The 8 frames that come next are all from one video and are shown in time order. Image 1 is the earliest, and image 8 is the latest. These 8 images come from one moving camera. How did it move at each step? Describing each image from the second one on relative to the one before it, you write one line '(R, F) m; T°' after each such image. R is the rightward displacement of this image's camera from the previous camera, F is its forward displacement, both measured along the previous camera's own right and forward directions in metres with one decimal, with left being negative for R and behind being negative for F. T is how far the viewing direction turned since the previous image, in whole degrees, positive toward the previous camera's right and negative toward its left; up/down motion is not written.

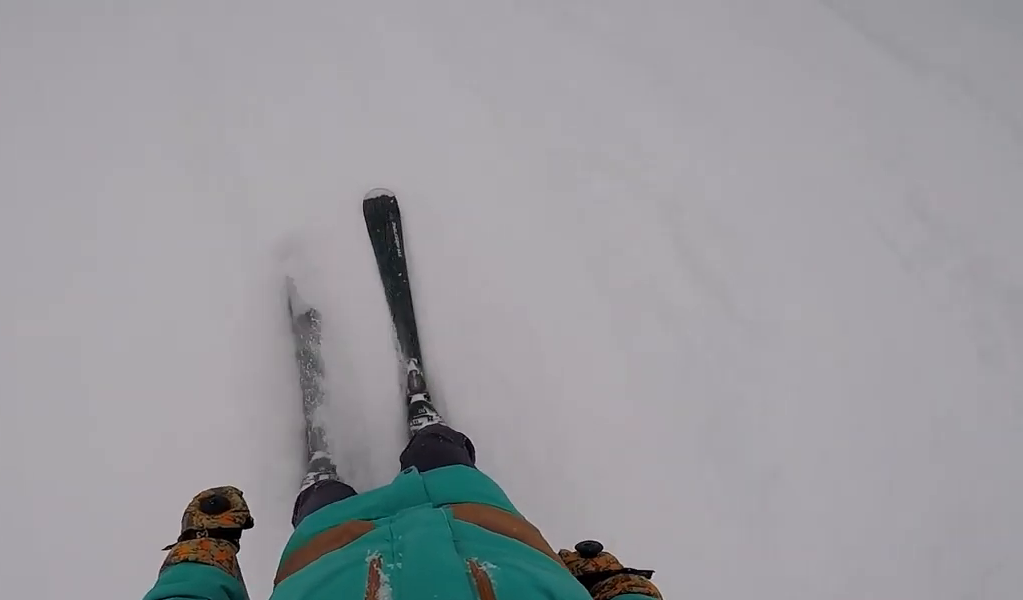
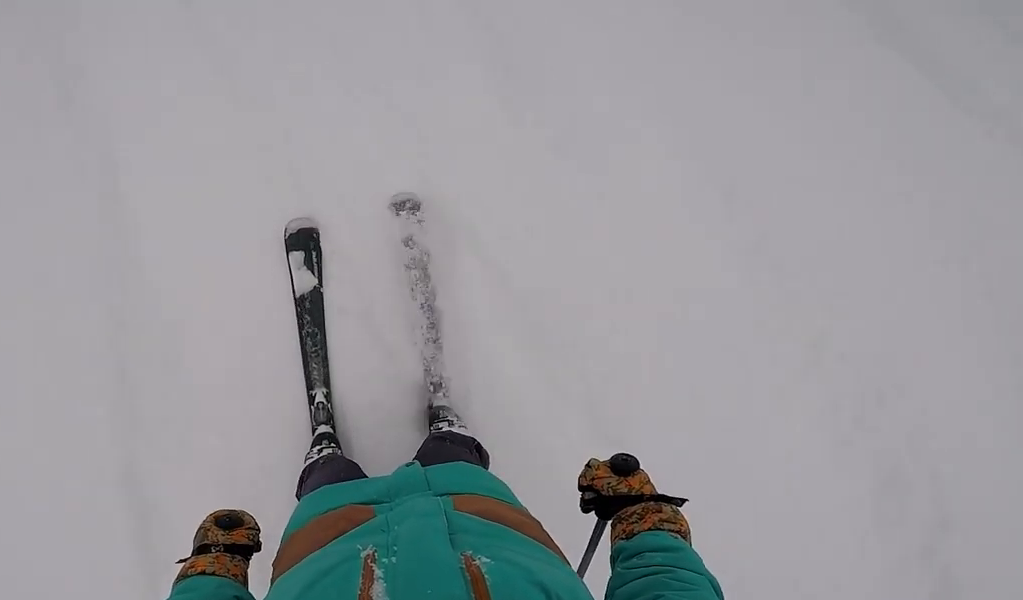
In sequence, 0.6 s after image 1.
(0.0, +3.8) m; 0°
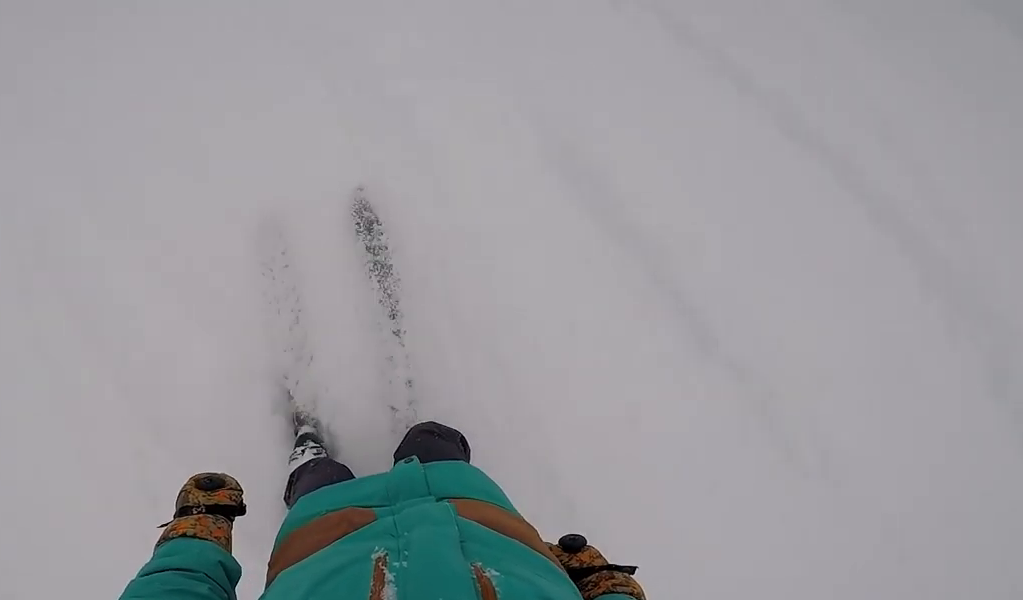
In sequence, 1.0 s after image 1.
(0.0, +3.0) m; +3°
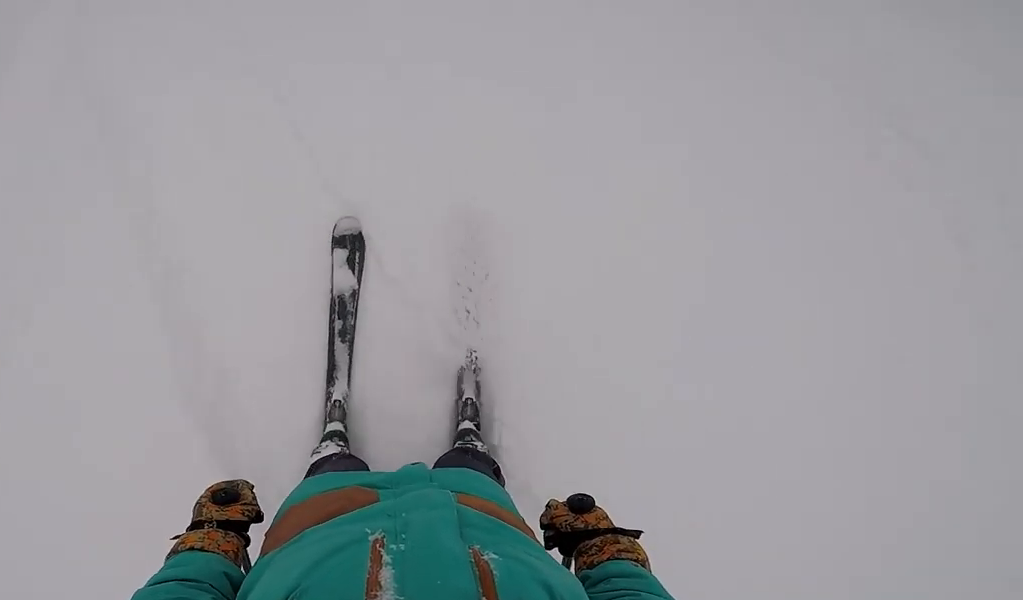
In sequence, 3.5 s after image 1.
(+2.0, +14.7) m; -9°
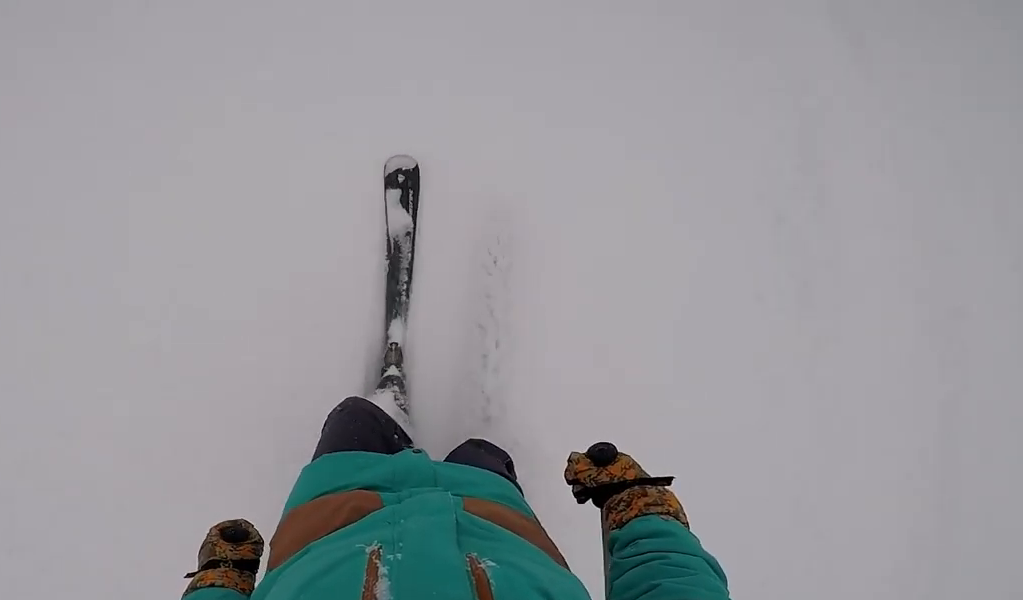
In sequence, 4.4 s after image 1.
(-1.2, +4.7) m; -10°
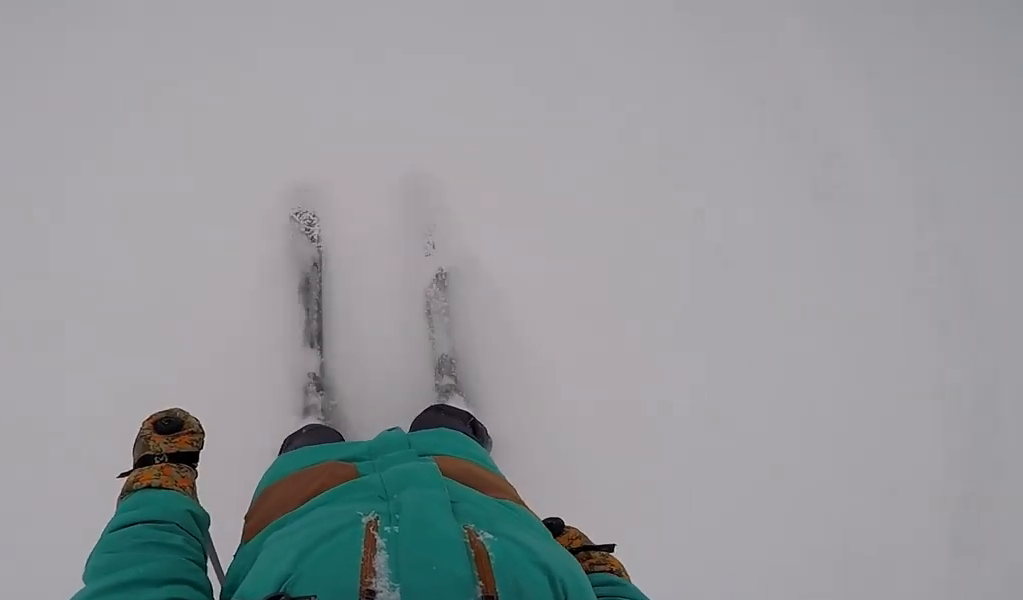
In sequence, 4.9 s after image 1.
(-0.4, +2.8) m; -2°
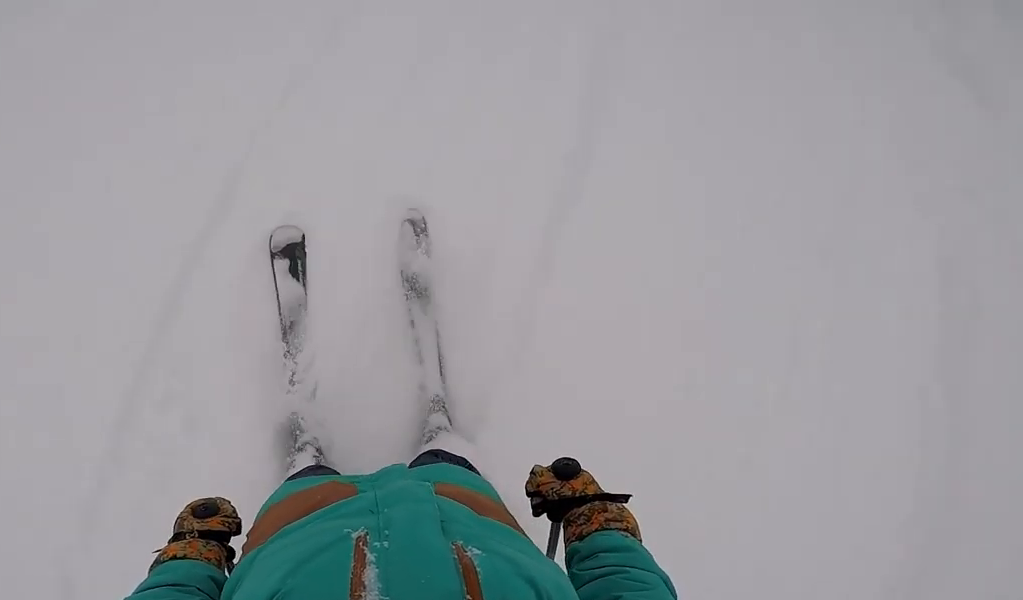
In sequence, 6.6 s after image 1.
(0.0, +9.8) m; -7°
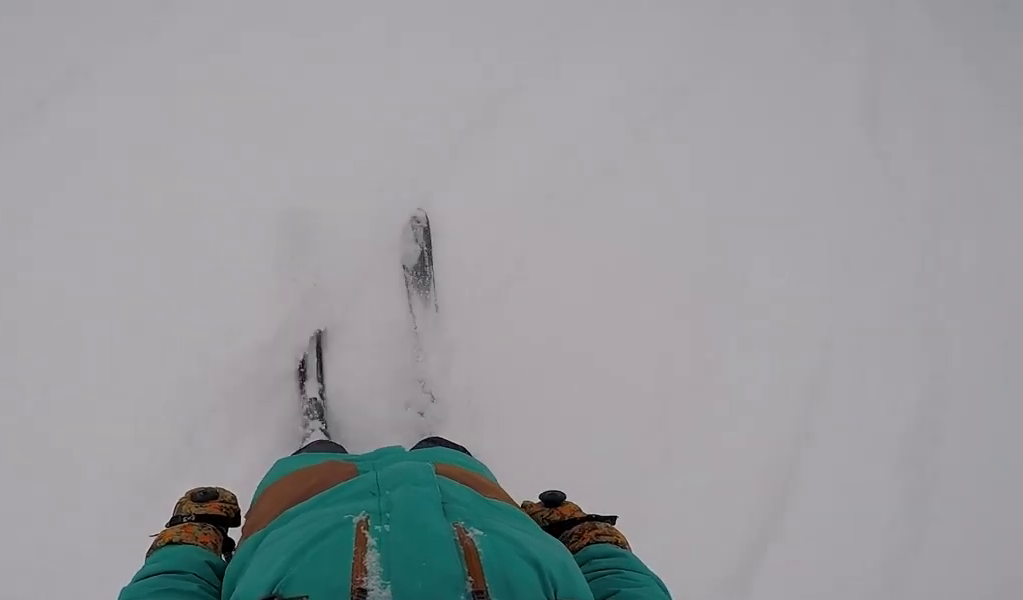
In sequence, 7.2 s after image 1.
(0.0, +3.5) m; -2°
